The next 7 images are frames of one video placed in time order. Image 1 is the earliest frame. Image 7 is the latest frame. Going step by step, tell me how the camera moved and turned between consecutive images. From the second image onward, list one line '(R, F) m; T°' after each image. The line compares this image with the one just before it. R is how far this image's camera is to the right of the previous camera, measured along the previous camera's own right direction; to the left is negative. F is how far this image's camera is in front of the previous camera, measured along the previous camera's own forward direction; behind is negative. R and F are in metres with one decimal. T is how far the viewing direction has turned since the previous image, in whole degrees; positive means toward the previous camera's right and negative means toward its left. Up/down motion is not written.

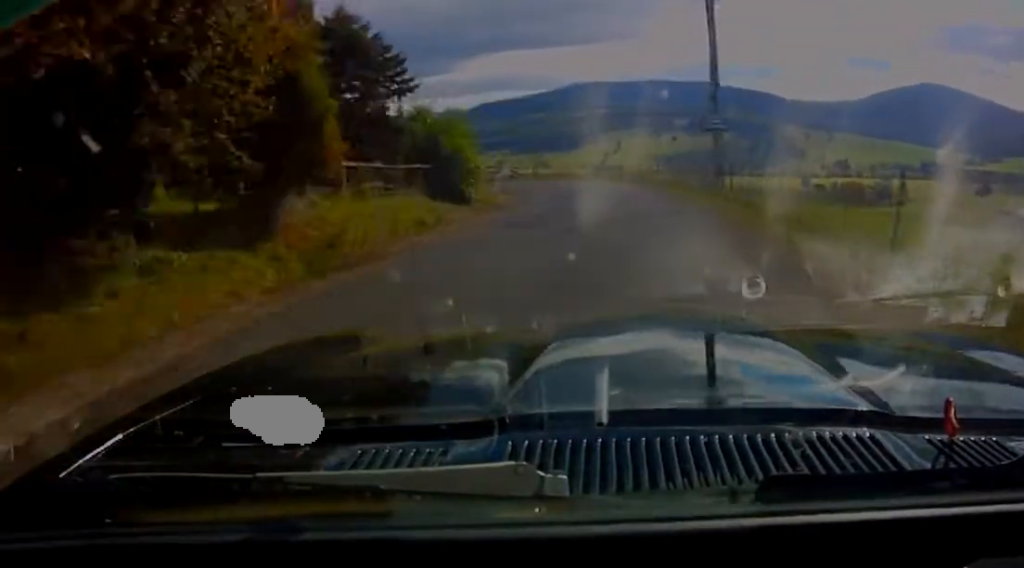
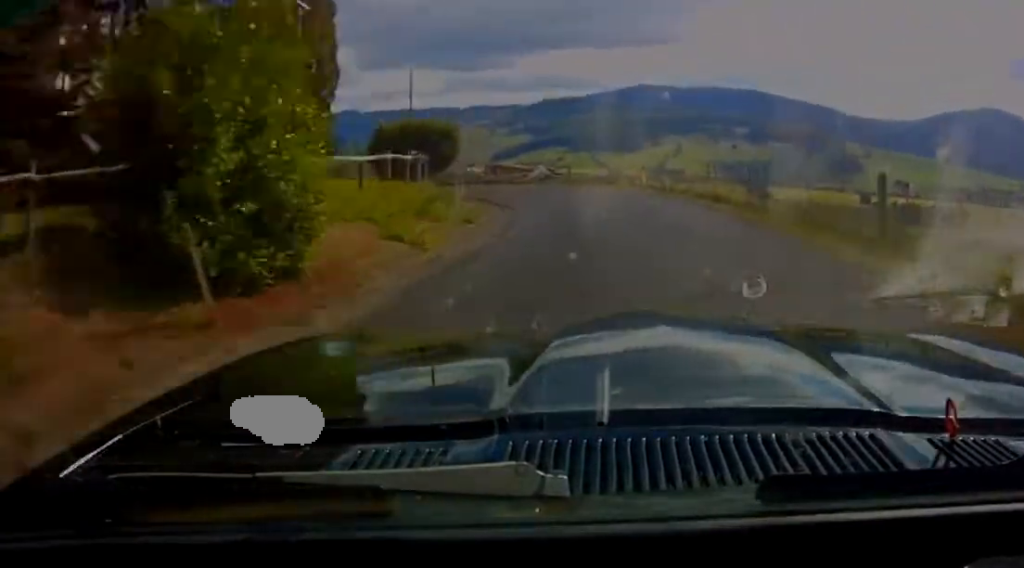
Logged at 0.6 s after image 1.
(-1.4, +18.0) m; -8°
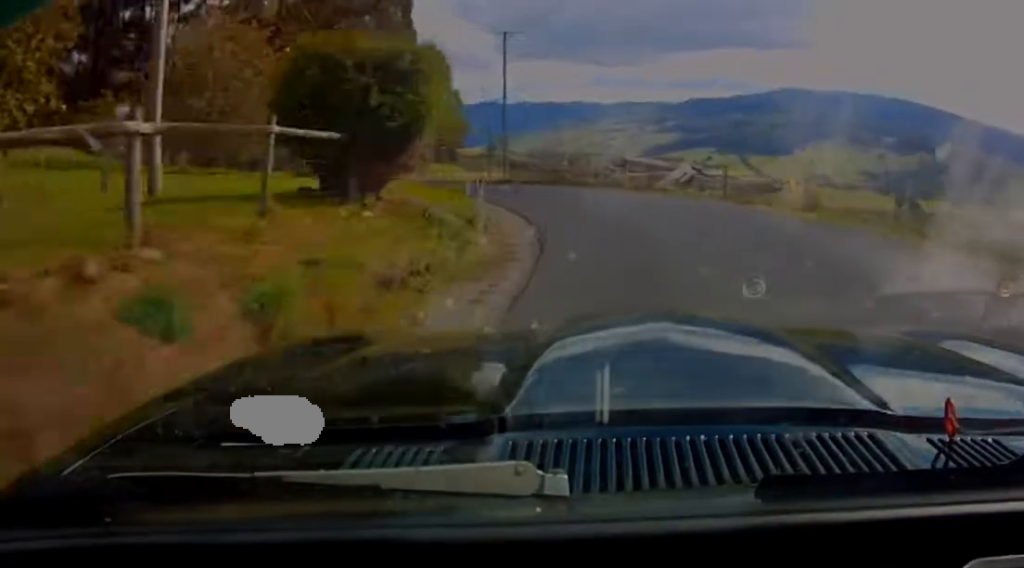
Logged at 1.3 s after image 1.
(-0.6, +17.4) m; -9°
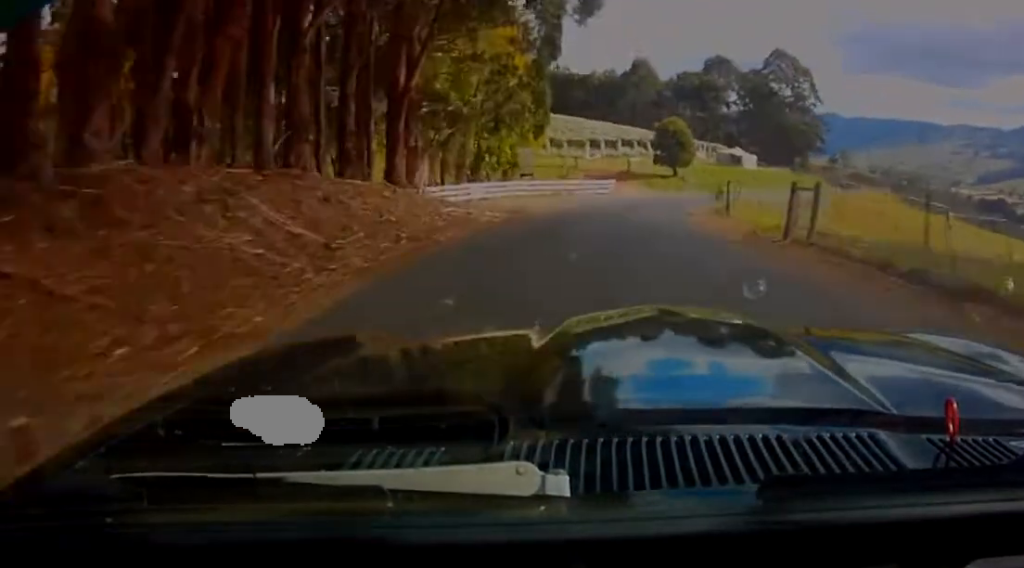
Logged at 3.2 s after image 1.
(-12.6, +52.0) m; -20°
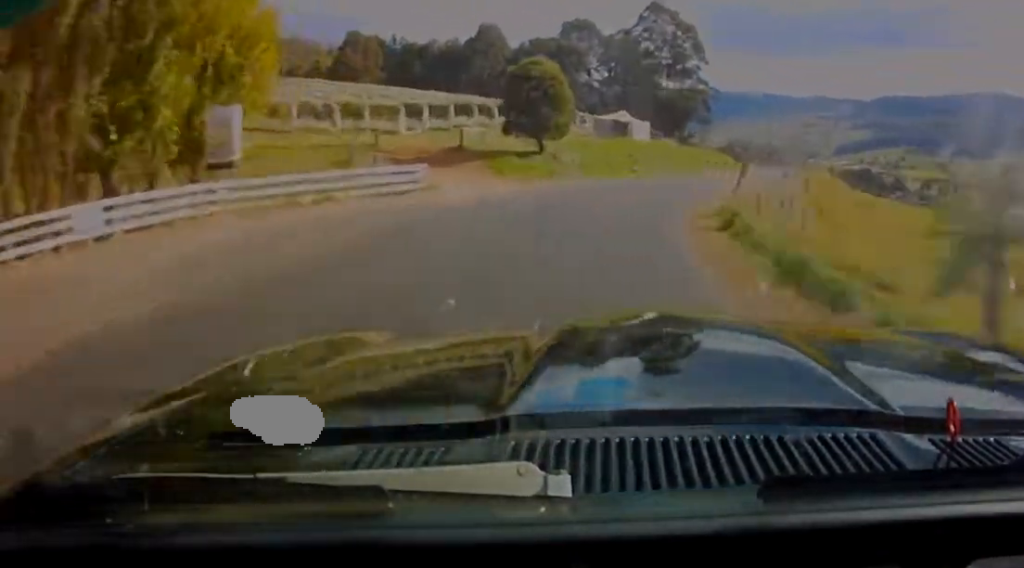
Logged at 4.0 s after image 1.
(-0.3, +24.7) m; +2°
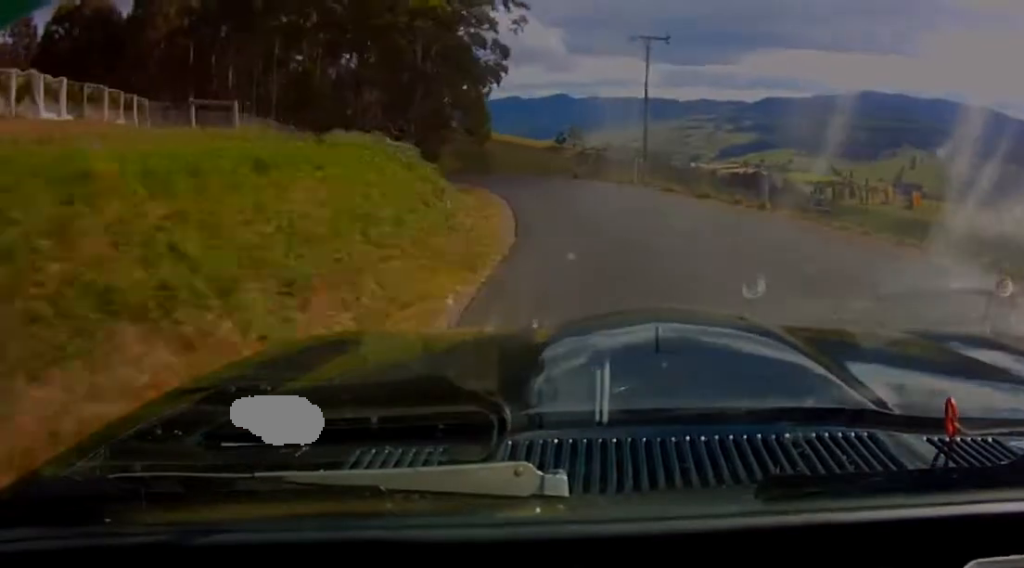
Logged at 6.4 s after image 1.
(+6.4, +74.9) m; +2°
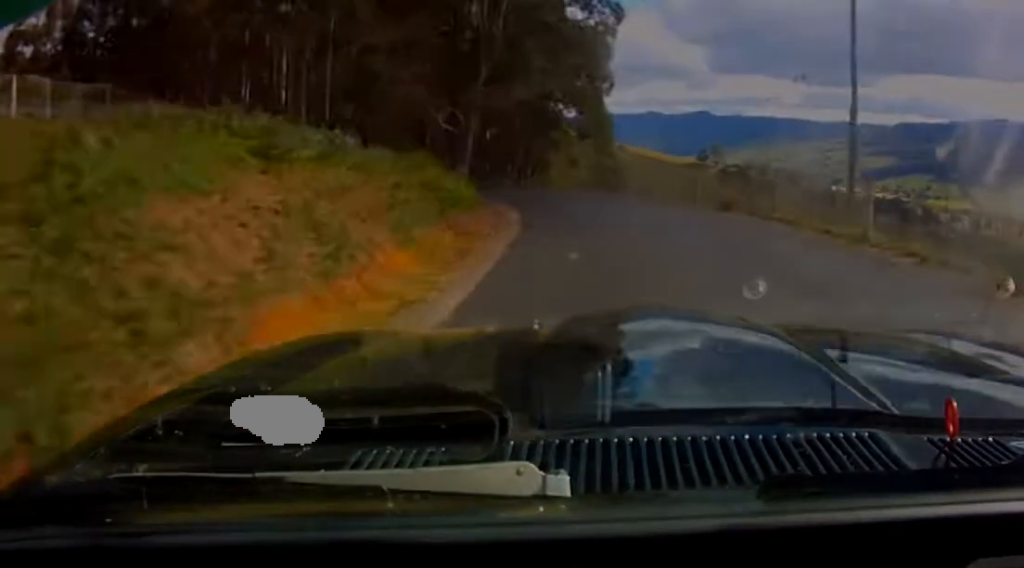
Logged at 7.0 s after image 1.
(-1.1, +19.4) m; -6°
